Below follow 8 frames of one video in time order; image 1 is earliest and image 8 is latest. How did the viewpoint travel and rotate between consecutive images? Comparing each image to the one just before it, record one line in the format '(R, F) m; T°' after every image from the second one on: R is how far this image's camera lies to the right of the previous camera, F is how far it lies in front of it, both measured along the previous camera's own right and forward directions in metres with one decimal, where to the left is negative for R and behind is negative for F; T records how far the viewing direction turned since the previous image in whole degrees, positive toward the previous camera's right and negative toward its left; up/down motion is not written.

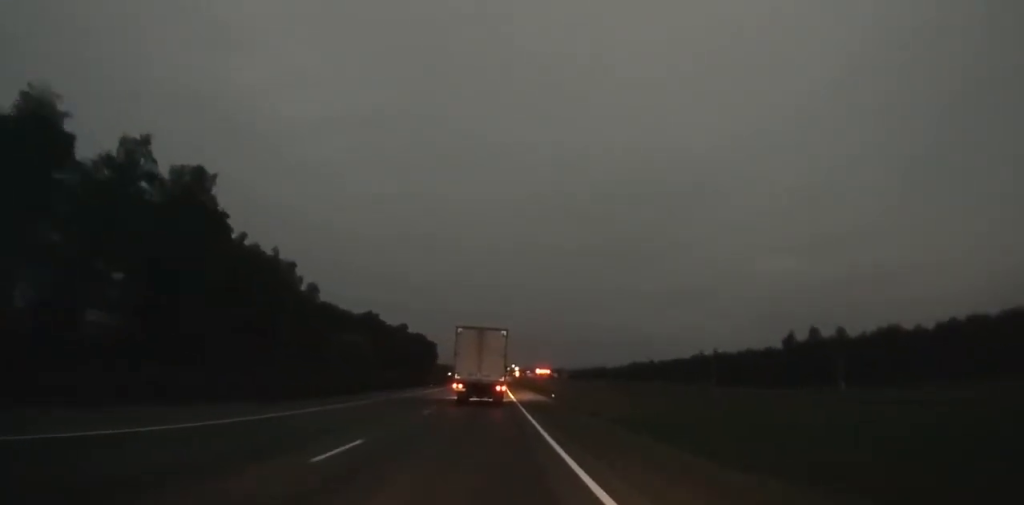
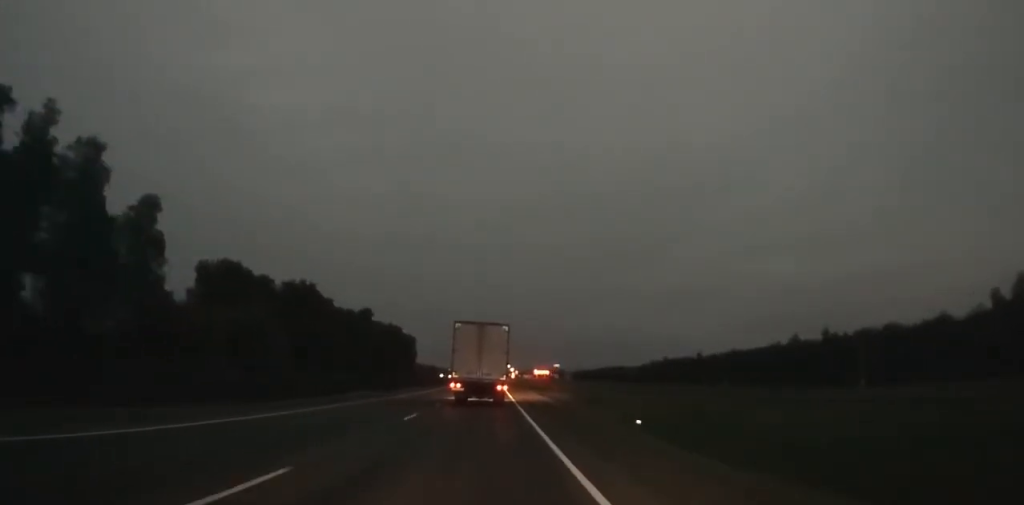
(+0.2, +62.3) m; 0°
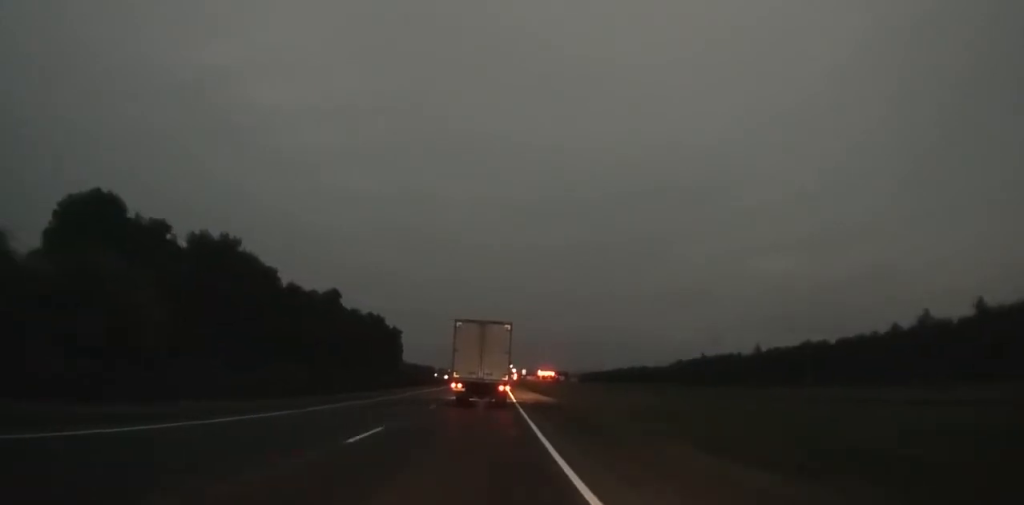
(+0.1, +41.7) m; 0°
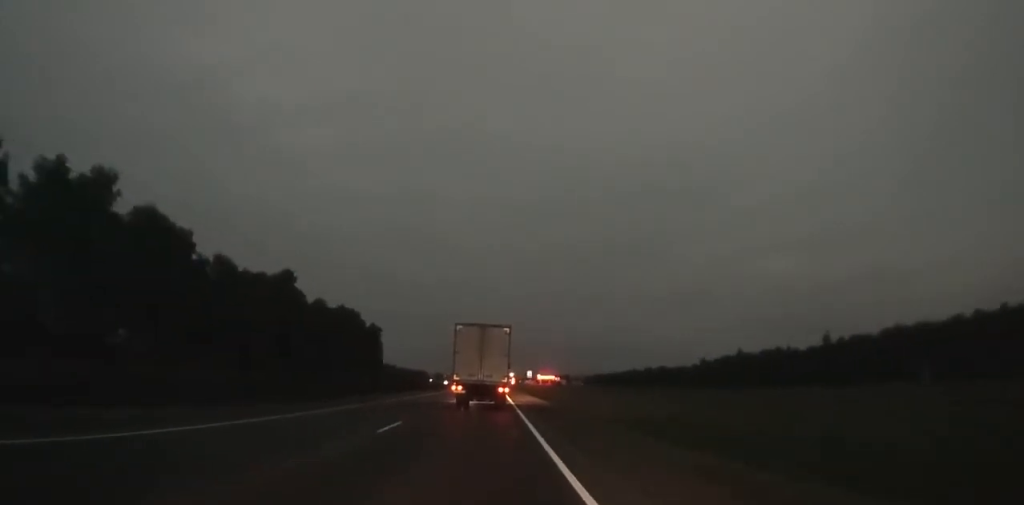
(0.0, +33.1) m; 0°
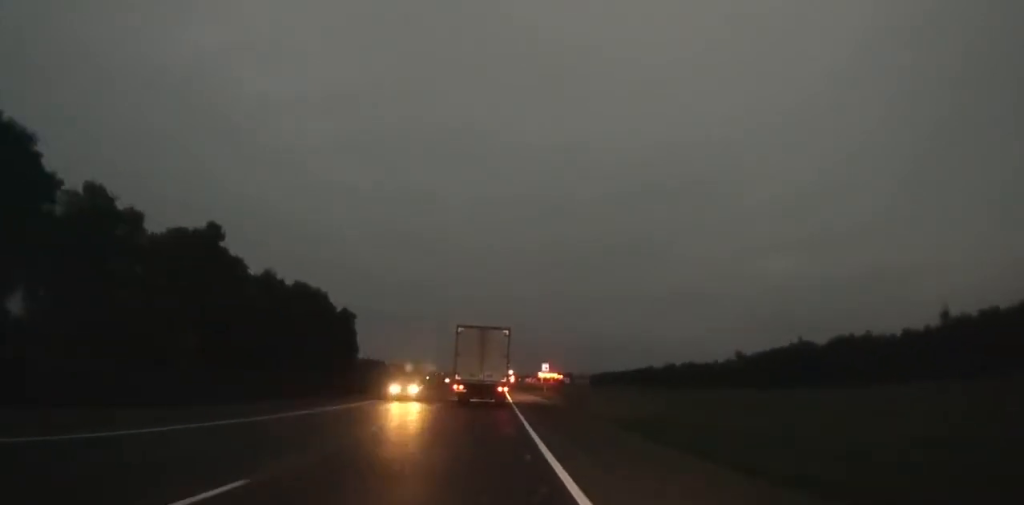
(+0.1, +34.0) m; 0°
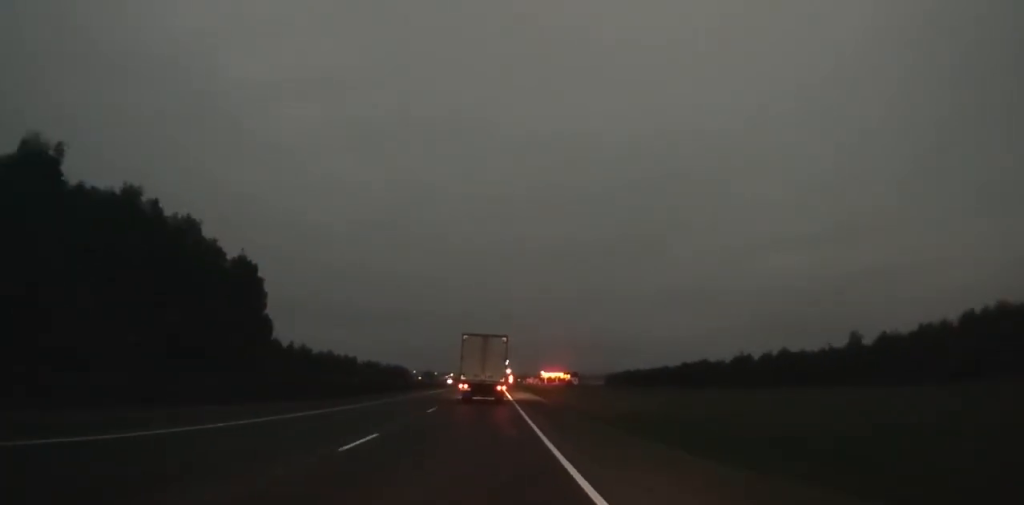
(+0.2, +66.9) m; 0°
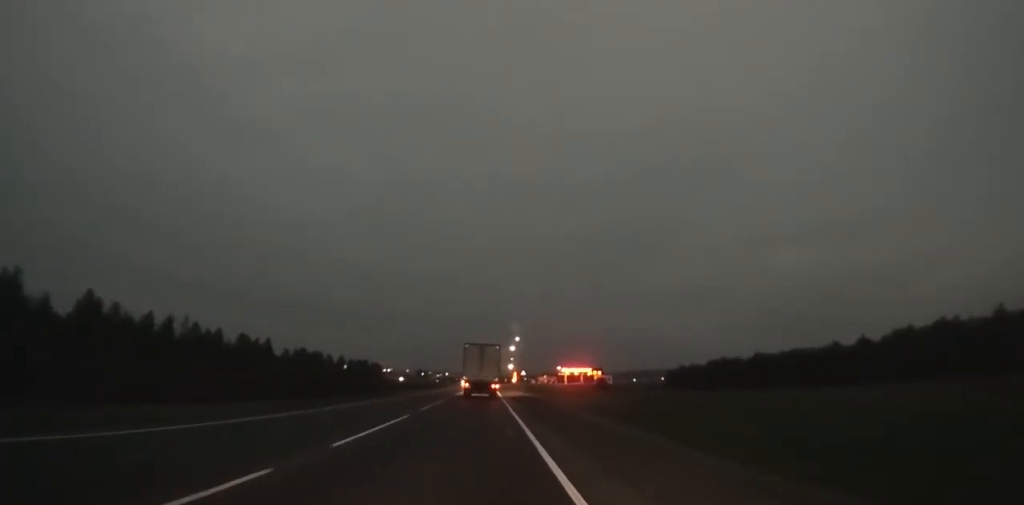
(+0.2, +116.5) m; 0°
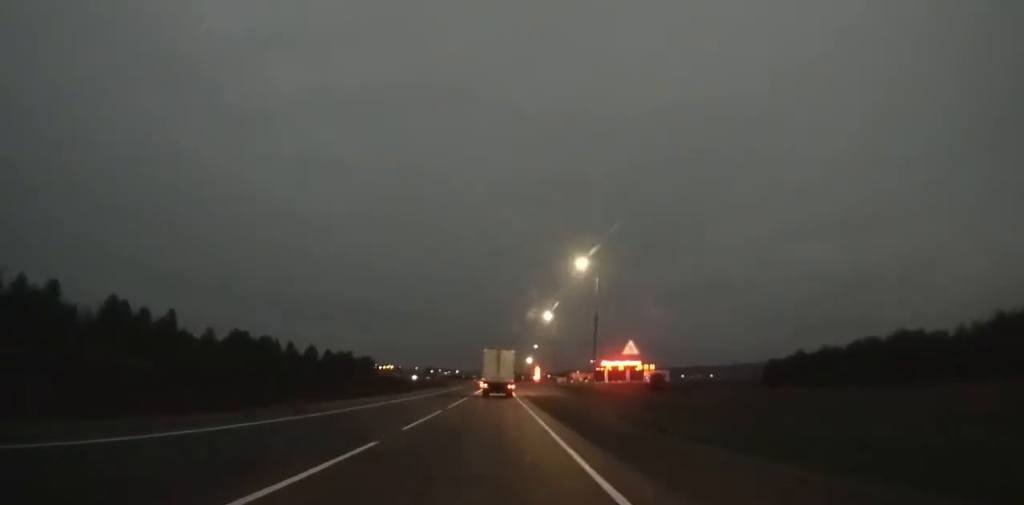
(-0.2, +67.4) m; 0°
